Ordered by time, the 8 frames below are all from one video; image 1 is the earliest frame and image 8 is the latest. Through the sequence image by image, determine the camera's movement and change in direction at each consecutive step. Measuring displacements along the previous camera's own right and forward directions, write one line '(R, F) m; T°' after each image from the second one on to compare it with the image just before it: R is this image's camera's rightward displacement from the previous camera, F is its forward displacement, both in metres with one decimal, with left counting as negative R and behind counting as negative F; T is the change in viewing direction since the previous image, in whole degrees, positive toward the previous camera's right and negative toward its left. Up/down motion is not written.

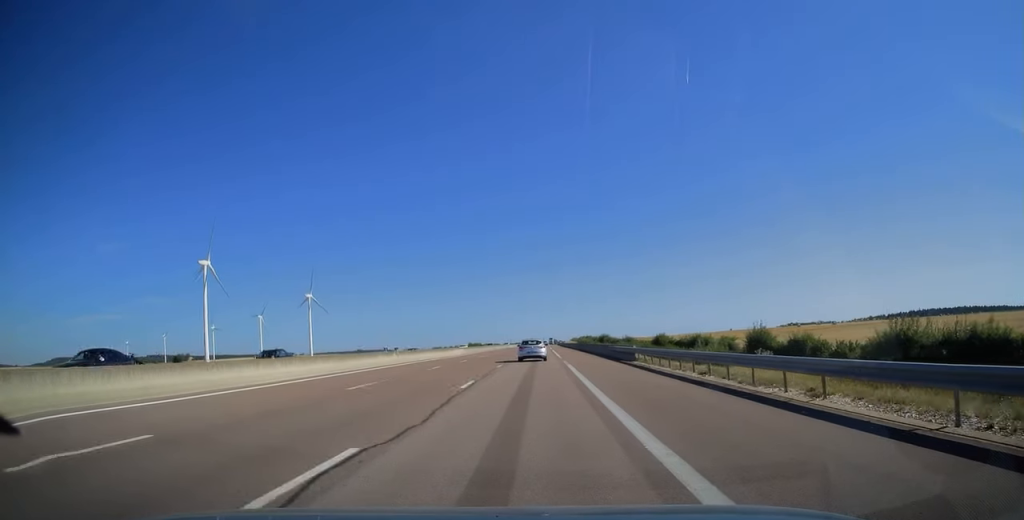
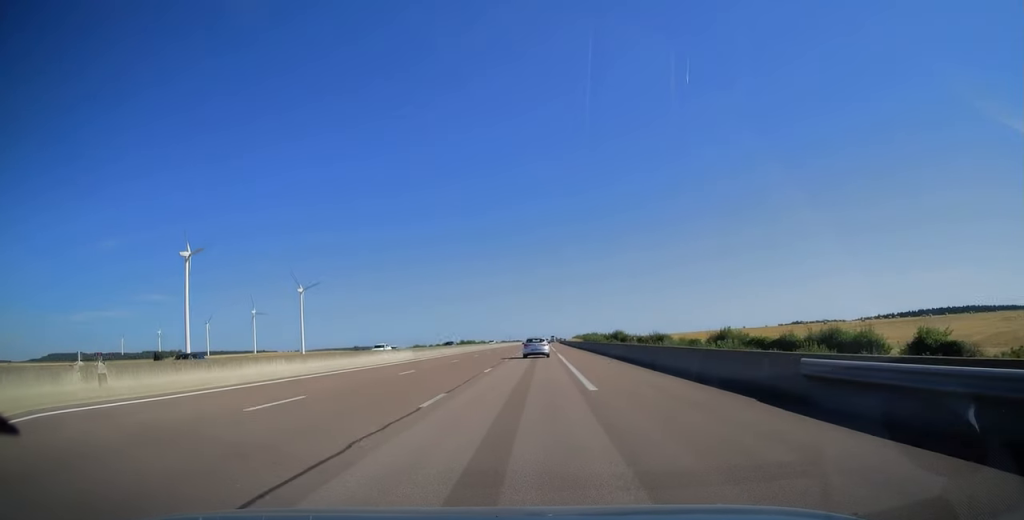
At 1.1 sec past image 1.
(0.0, +31.9) m; 0°
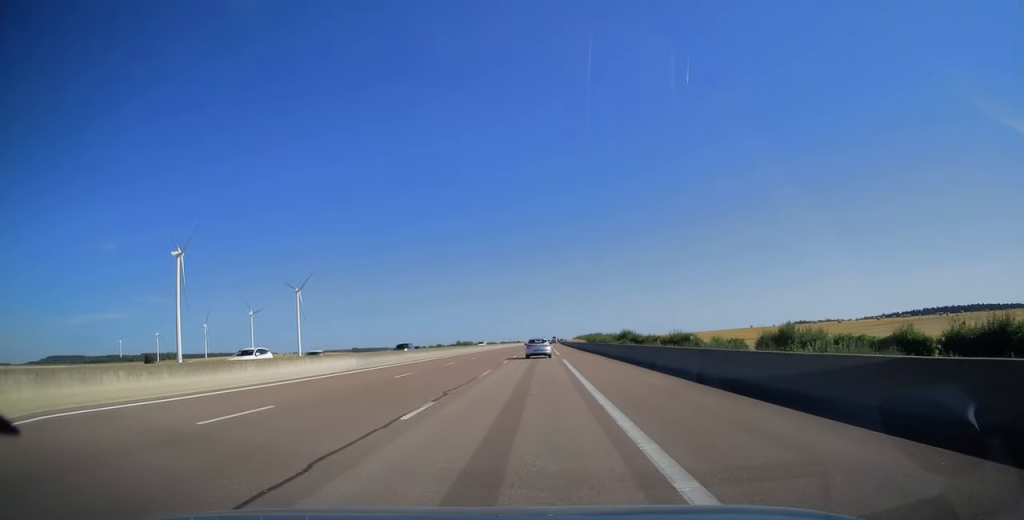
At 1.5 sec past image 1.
(0.0, +14.7) m; 0°
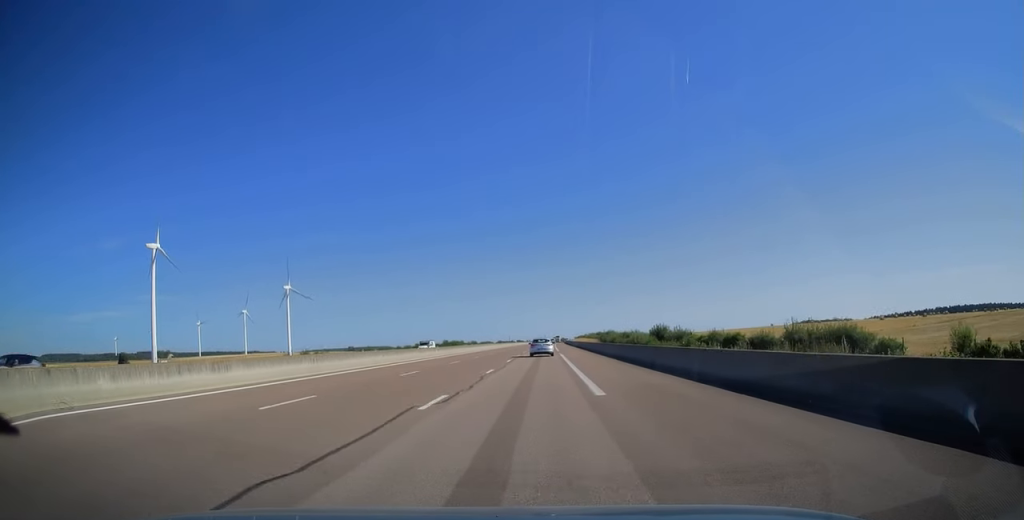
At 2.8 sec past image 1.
(0.0, +38.0) m; 0°
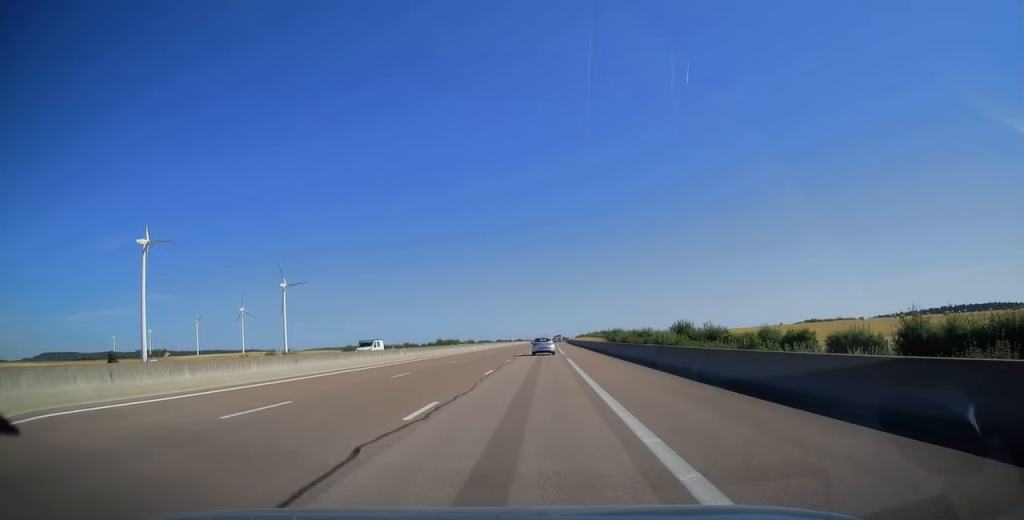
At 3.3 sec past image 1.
(0.0, +14.7) m; 0°
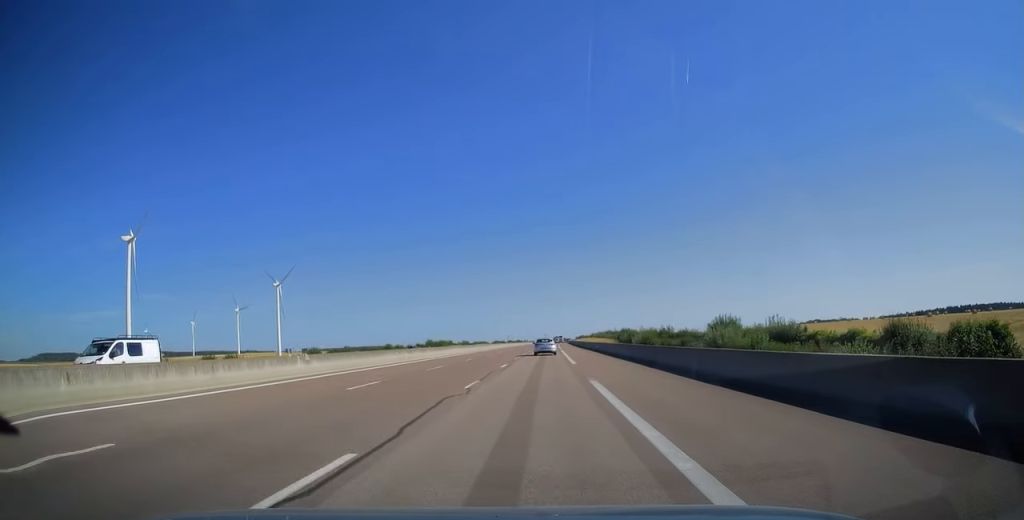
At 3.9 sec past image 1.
(0.0, +19.3) m; 0°
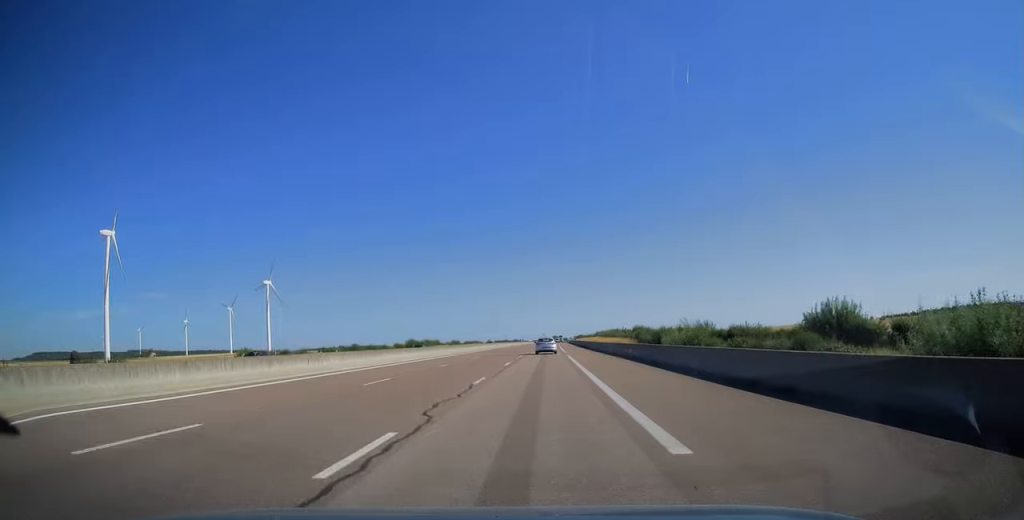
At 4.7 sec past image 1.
(0.0, +24.3) m; 0°
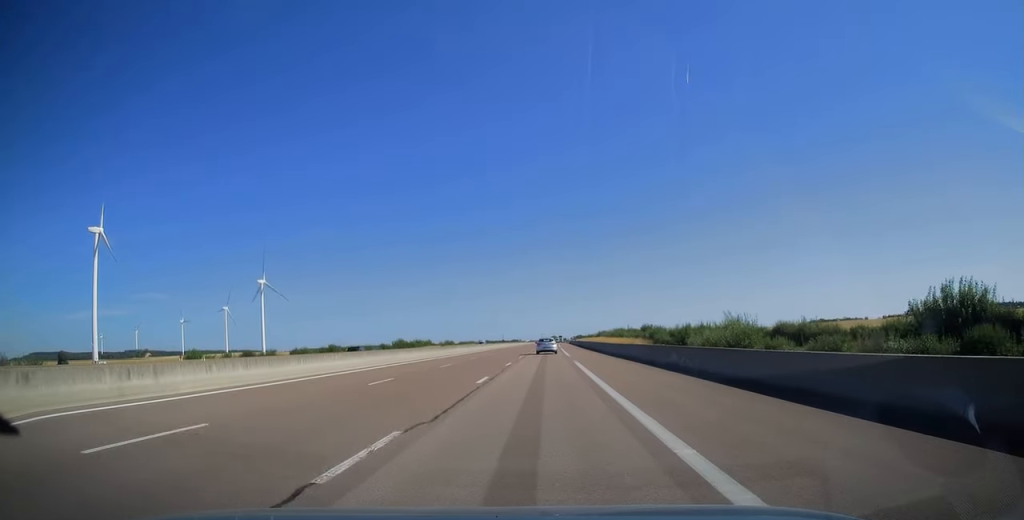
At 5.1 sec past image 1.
(0.0, +12.7) m; 0°
